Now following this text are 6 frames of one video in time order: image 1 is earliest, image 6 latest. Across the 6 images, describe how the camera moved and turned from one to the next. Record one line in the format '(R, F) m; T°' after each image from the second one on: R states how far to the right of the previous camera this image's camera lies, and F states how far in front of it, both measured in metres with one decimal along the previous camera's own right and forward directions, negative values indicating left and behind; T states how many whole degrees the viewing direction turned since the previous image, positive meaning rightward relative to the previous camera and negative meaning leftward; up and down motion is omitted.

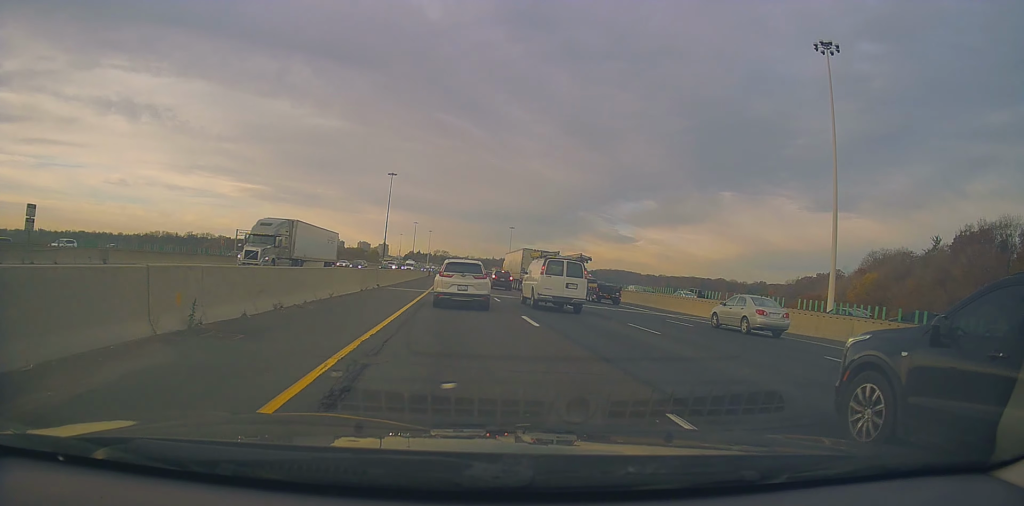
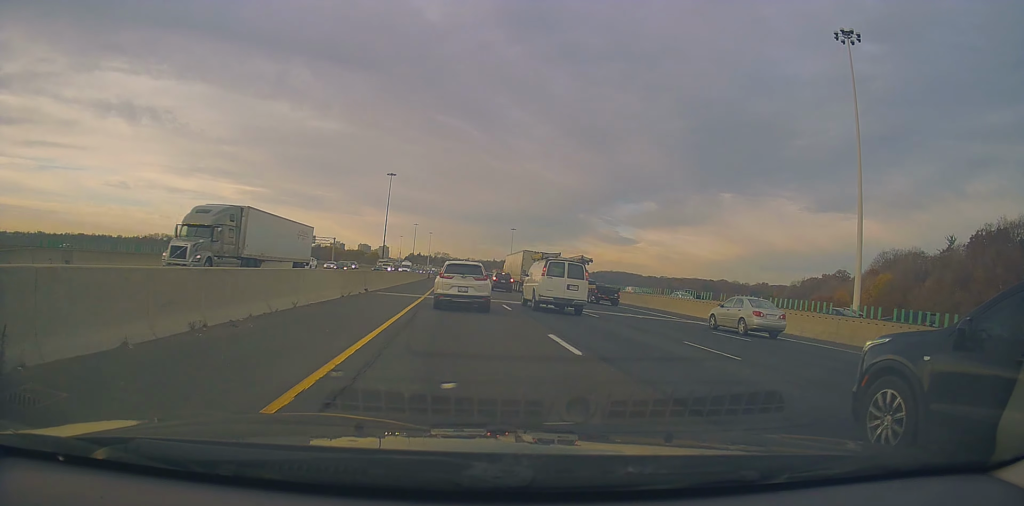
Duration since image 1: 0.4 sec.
(+0.2, +4.7) m; 0°
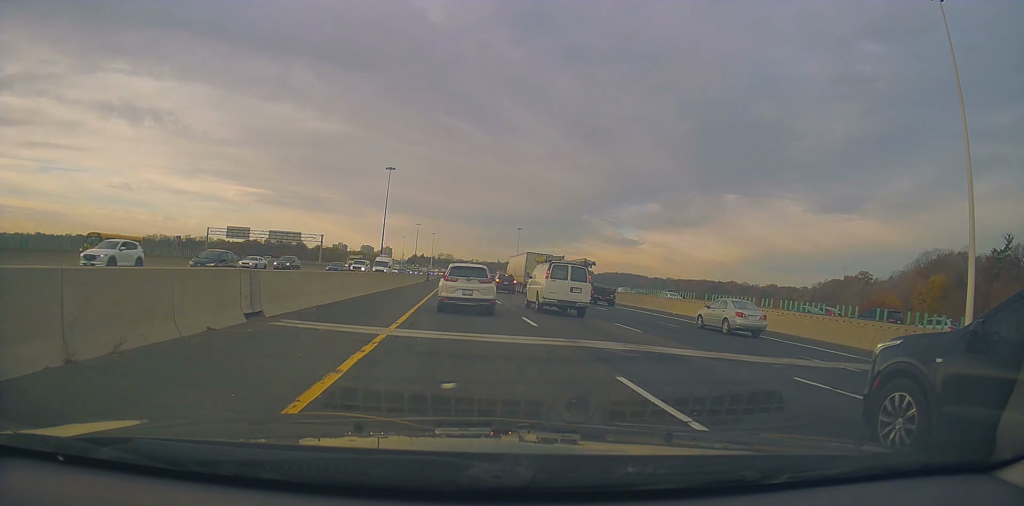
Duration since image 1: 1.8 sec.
(-0.3, +16.9) m; 0°
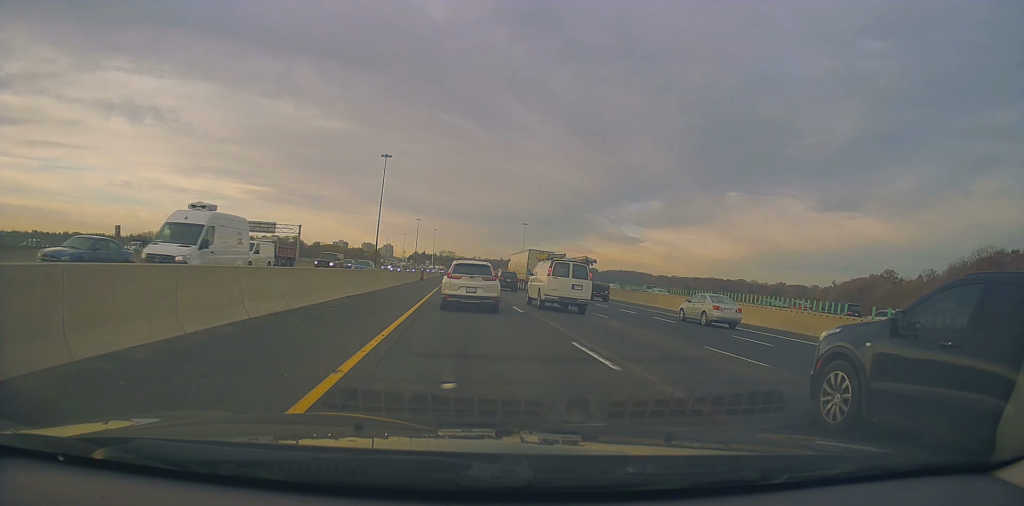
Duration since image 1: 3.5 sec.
(0.0, +19.6) m; -1°
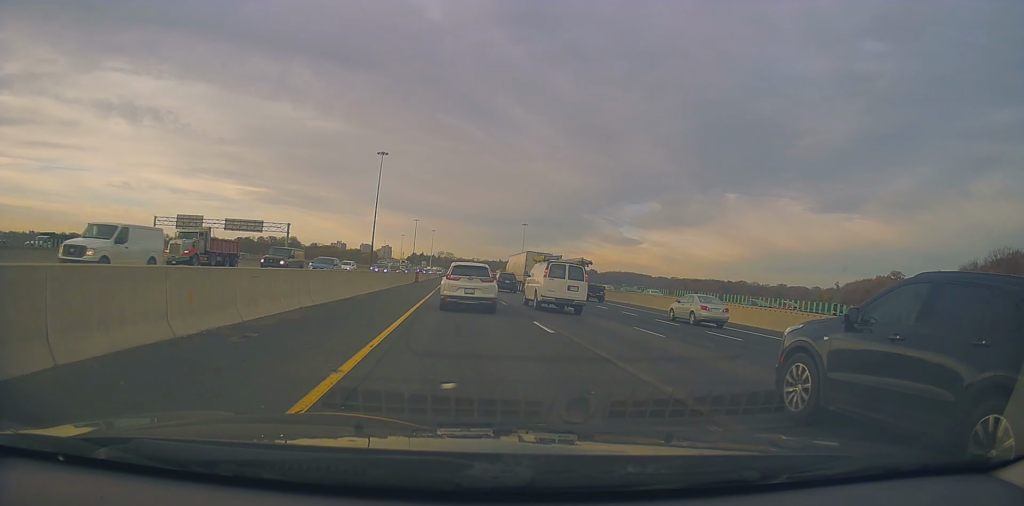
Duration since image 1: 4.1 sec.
(0.0, +6.5) m; 0°
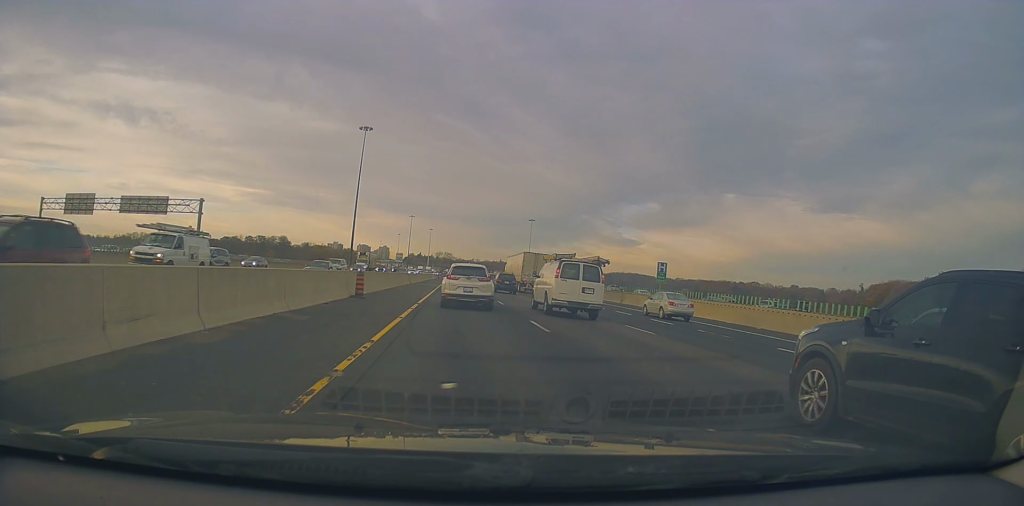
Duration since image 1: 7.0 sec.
(0.0, +34.8) m; +1°
